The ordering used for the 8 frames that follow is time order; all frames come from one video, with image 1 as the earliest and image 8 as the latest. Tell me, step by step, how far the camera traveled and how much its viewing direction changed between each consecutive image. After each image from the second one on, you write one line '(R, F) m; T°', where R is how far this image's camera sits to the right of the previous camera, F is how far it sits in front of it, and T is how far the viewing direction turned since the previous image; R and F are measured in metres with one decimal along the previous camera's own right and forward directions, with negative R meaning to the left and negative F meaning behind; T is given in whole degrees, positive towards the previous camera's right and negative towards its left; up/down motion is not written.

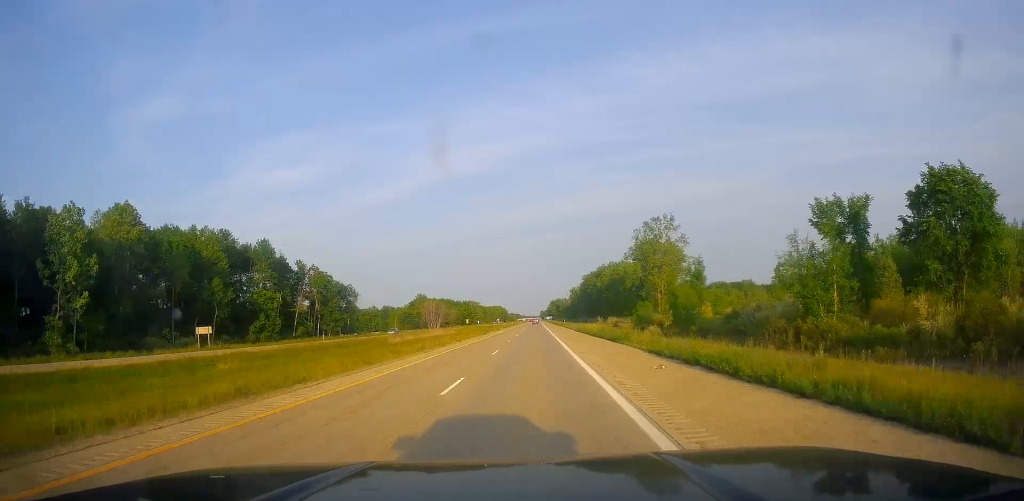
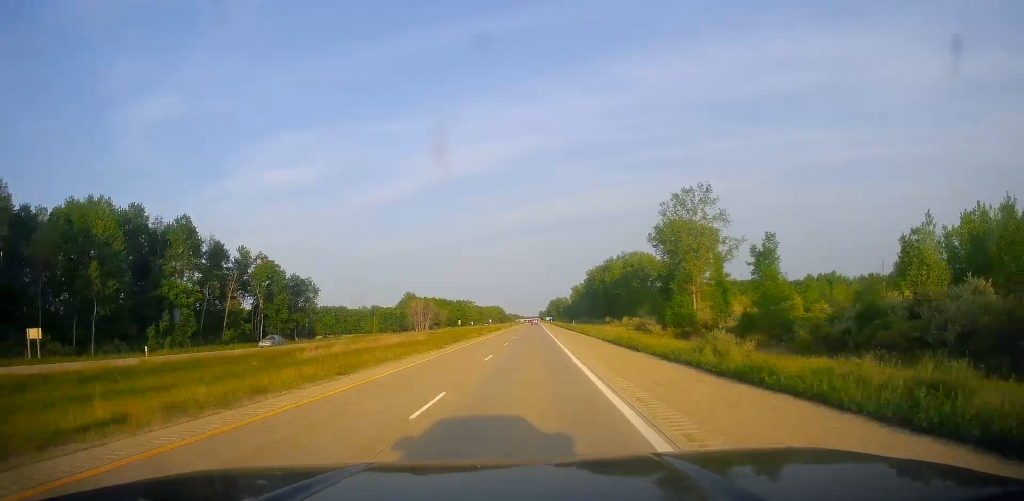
(+0.1, +33.5) m; 0°
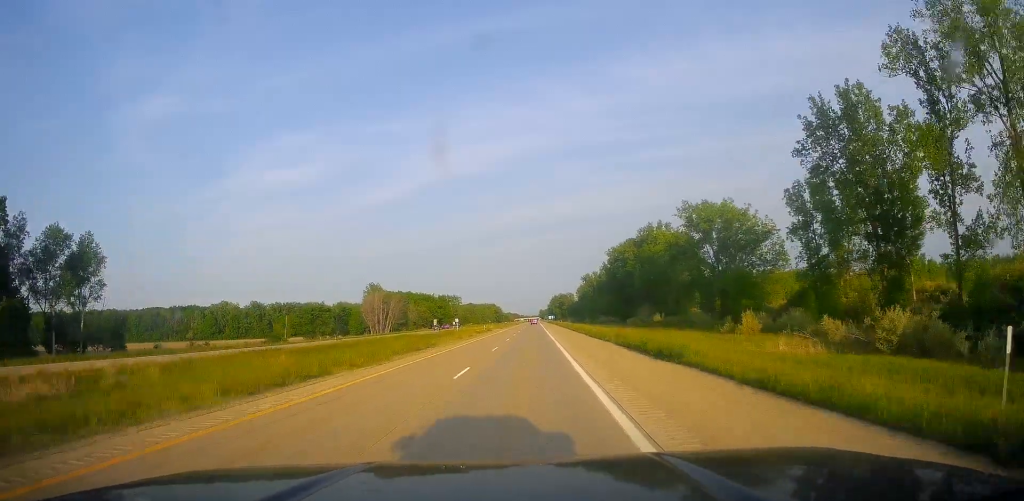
(-0.9, +83.8) m; 0°
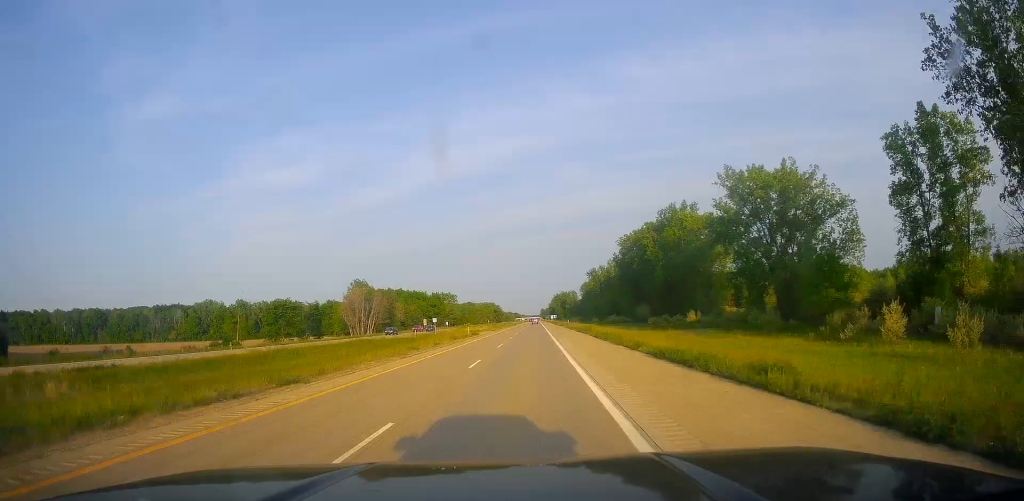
(+0.2, +26.3) m; +1°
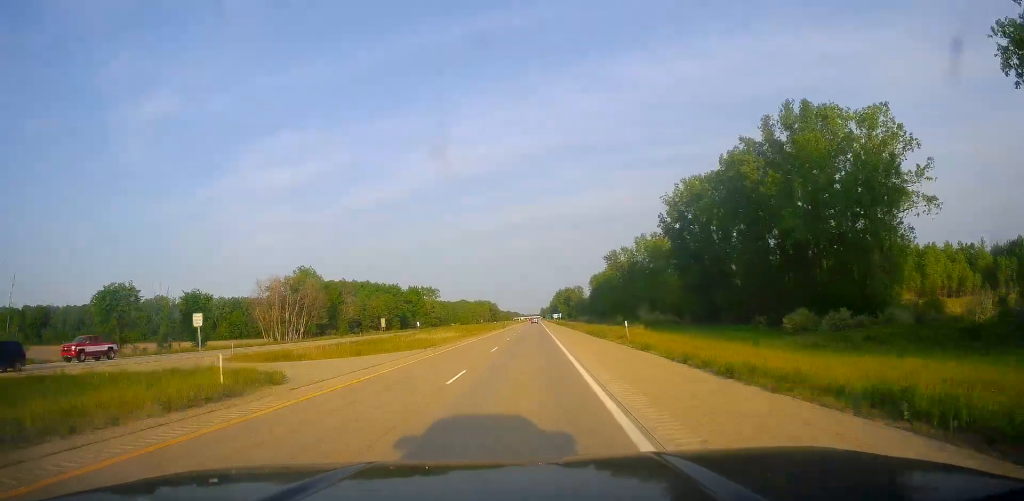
(-0.1, +65.8) m; -1°
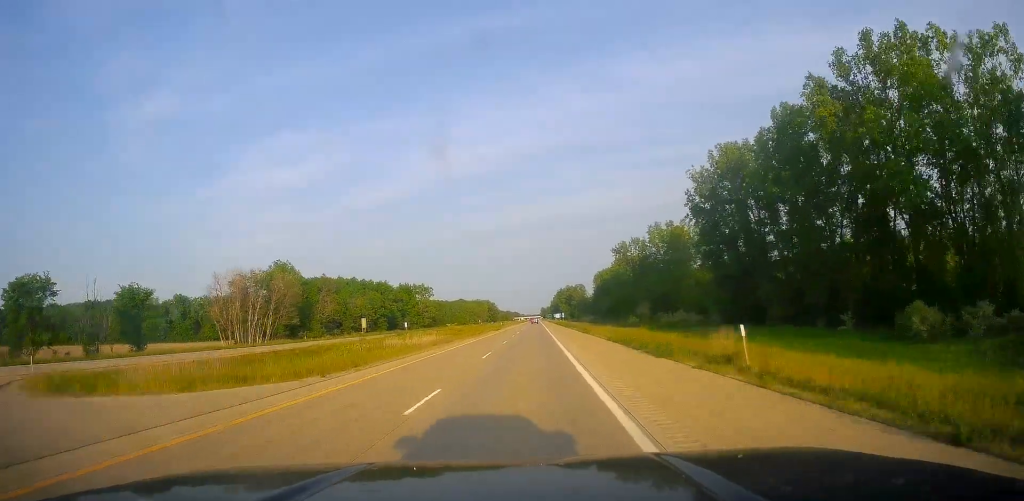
(-0.1, +20.4) m; 0°
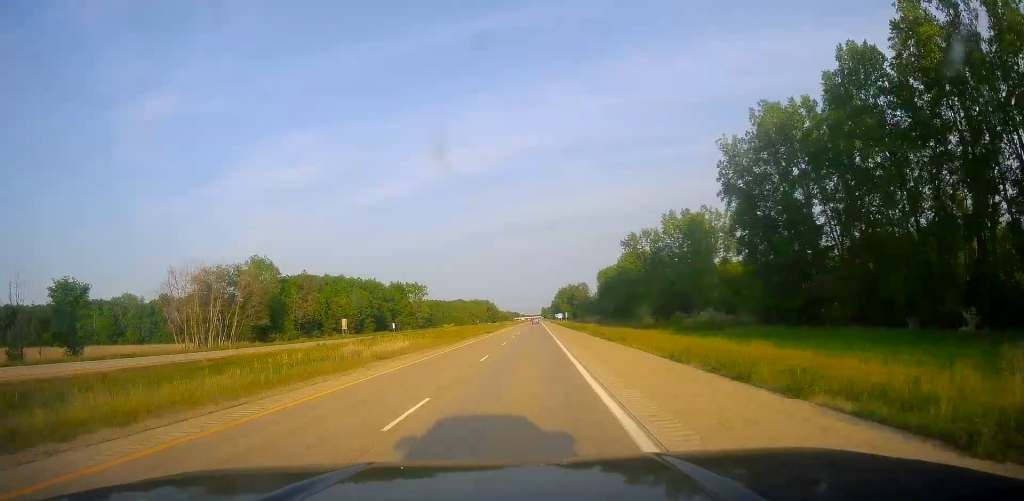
(+0.2, +16.7) m; 0°
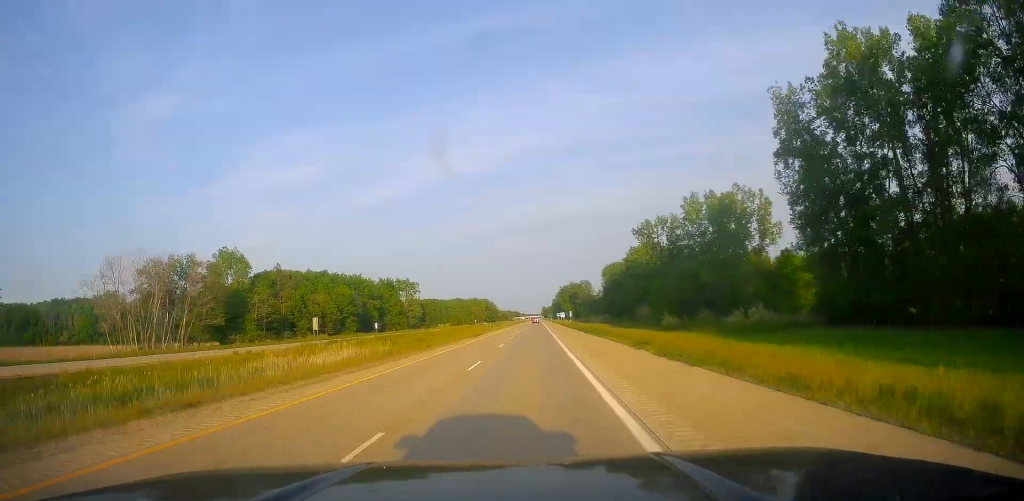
(+0.1, +19.2) m; 0°
